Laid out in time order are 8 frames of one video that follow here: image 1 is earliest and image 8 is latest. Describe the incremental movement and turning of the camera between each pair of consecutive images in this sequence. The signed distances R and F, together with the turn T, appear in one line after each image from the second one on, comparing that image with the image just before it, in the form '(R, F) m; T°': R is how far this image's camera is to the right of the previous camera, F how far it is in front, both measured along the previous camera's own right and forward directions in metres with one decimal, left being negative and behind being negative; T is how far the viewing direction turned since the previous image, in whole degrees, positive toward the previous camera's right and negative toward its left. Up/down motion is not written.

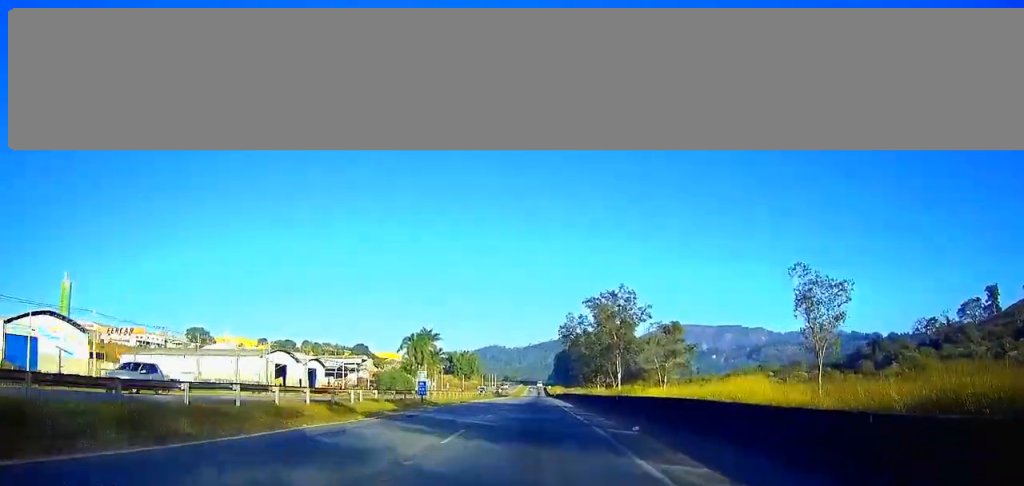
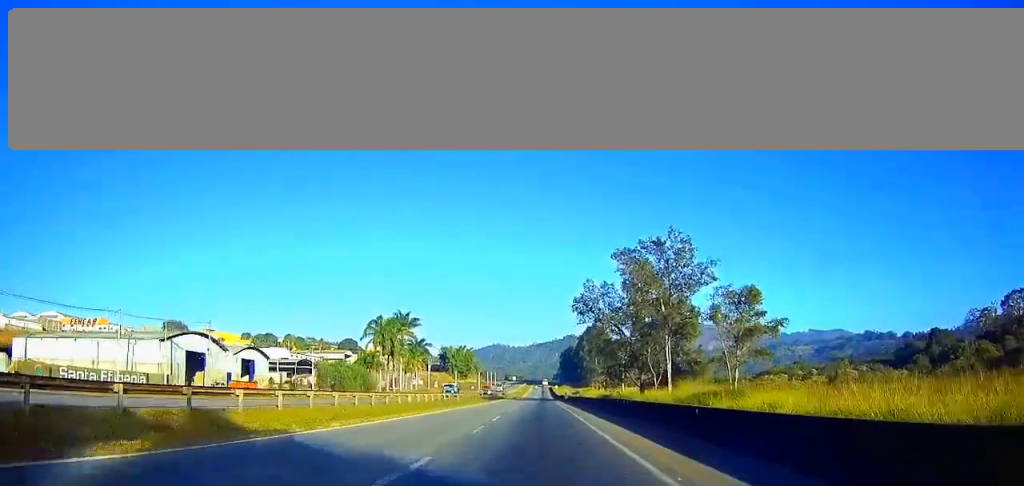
(0.0, +44.0) m; 0°
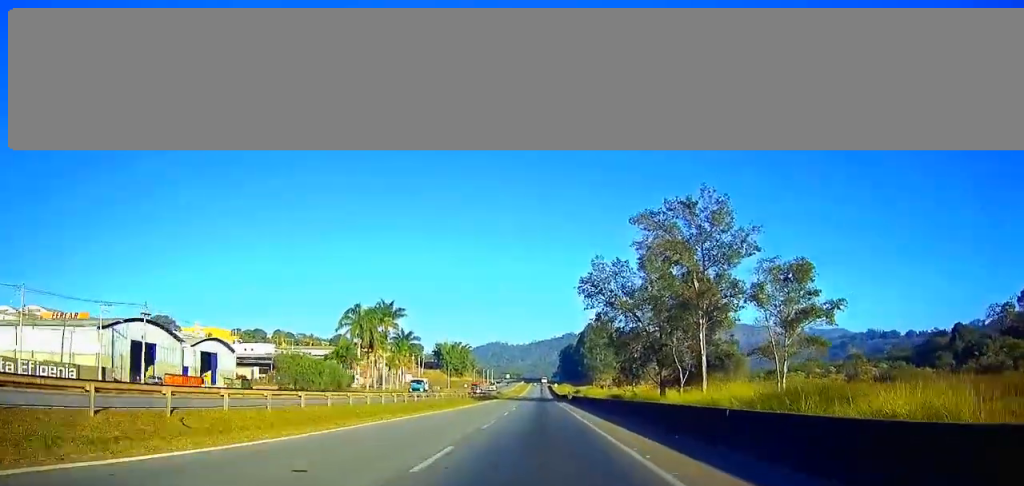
(0.0, +17.4) m; 0°
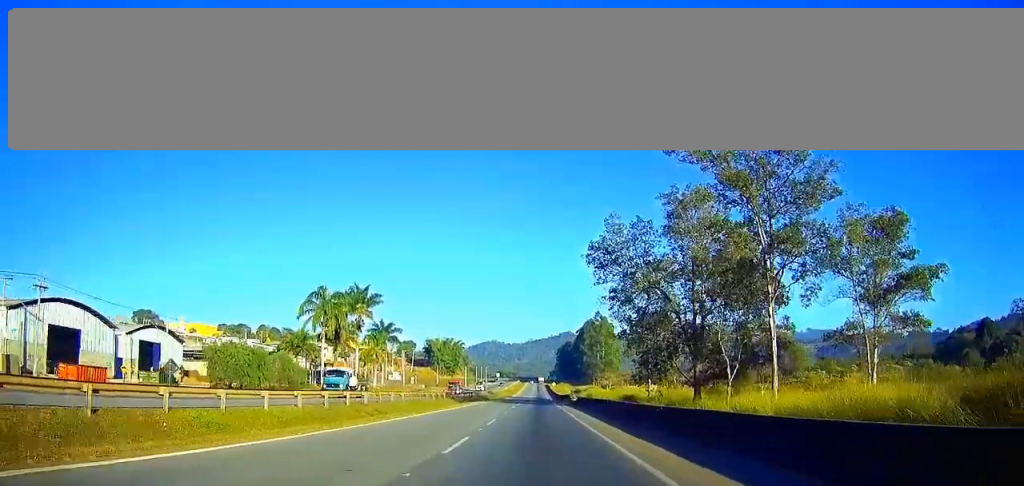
(+0.1, +20.1) m; 0°
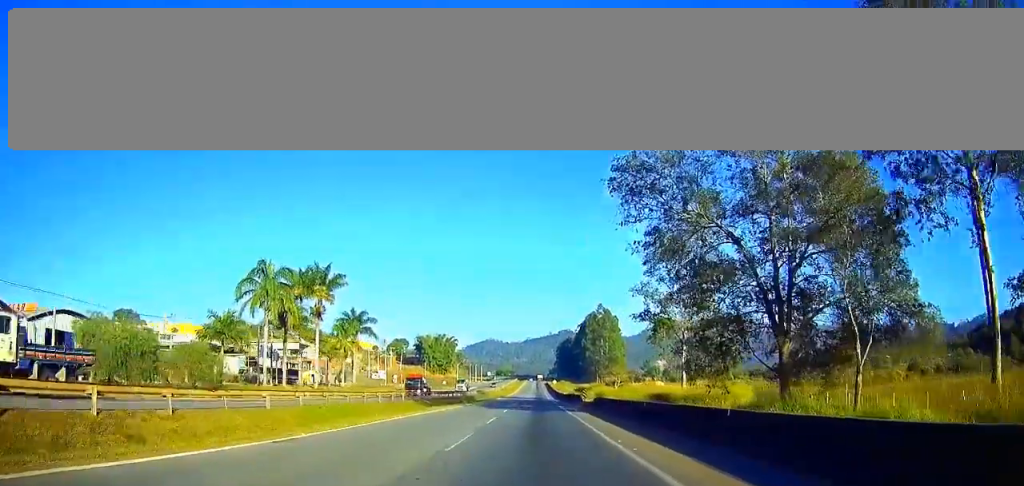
(-0.1, +23.7) m; 0°
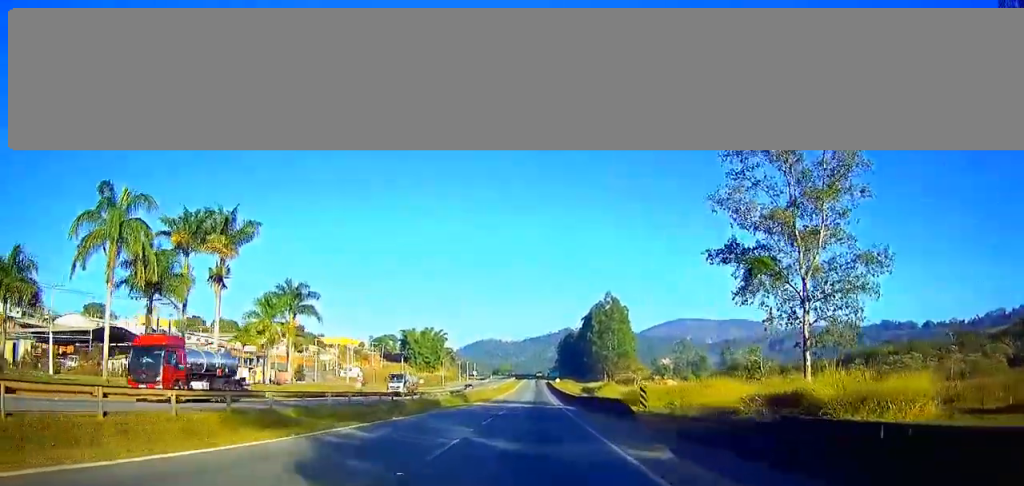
(+0.1, +35.6) m; 0°
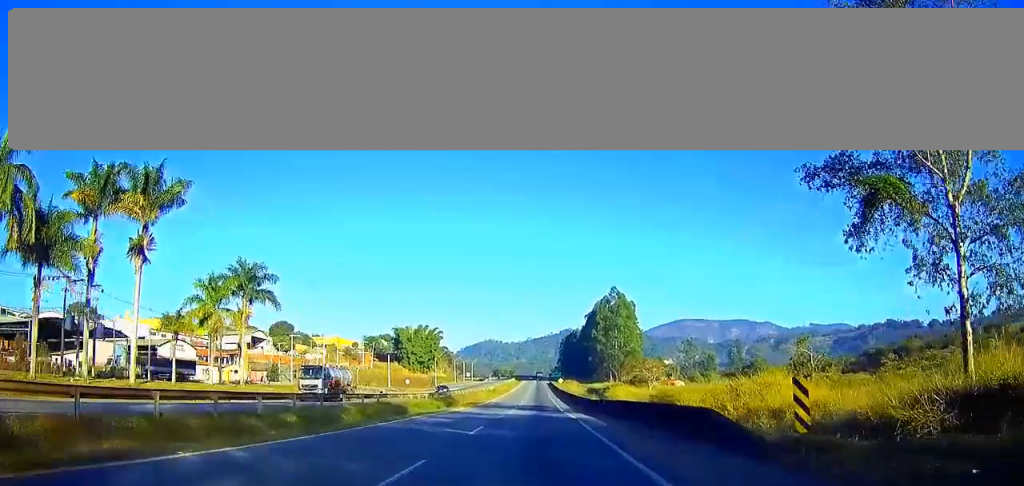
(0.0, +17.1) m; 0°
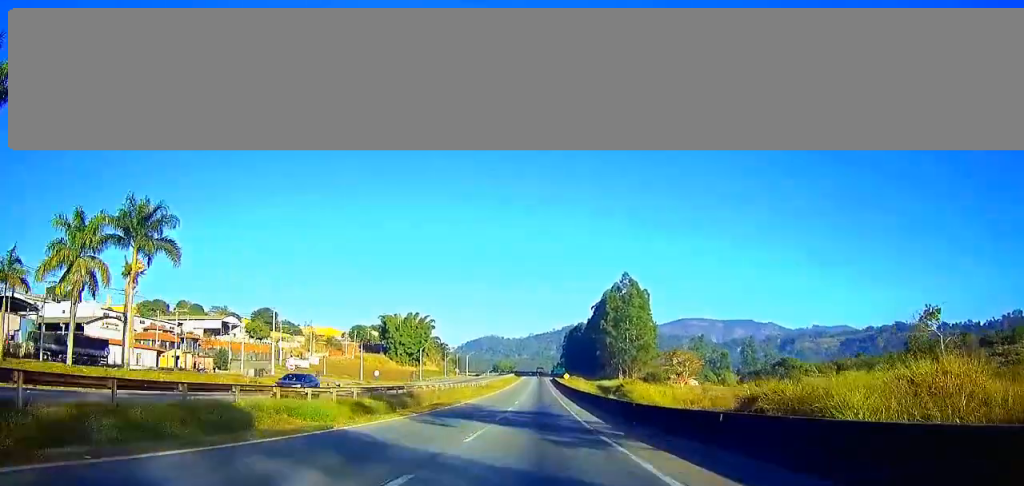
(-0.1, +26.5) m; 0°
